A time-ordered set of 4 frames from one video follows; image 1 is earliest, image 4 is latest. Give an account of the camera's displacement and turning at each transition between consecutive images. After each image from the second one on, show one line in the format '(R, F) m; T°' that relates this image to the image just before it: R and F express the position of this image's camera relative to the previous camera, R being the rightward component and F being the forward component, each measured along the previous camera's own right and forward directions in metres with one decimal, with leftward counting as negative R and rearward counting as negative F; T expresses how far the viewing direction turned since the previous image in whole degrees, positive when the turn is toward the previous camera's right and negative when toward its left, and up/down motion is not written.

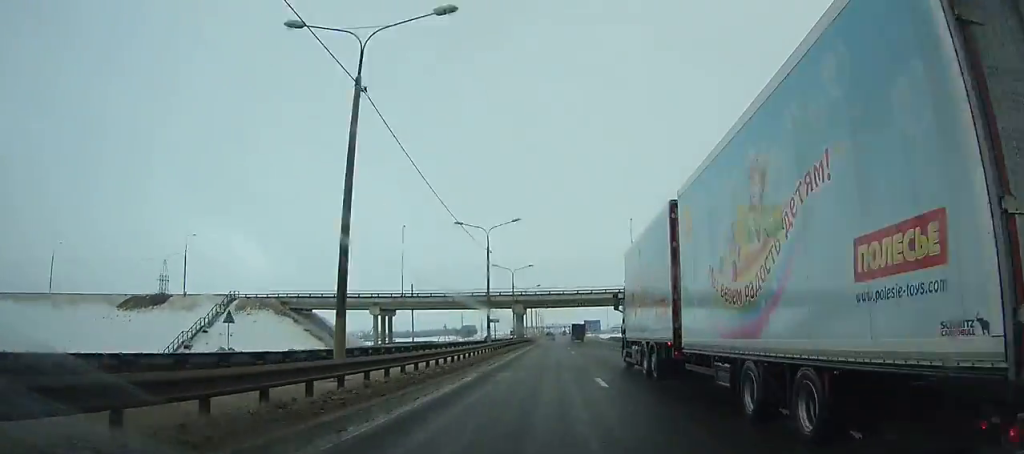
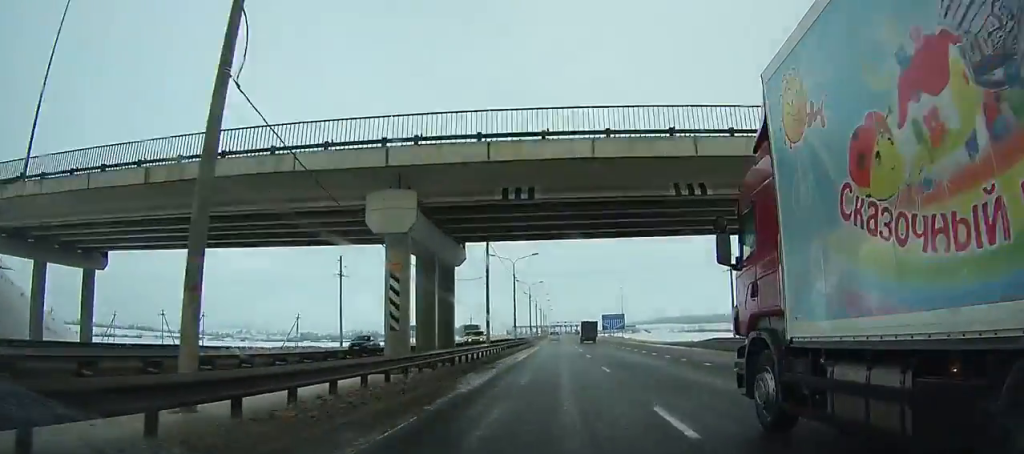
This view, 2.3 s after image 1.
(0.0, +66.6) m; 0°
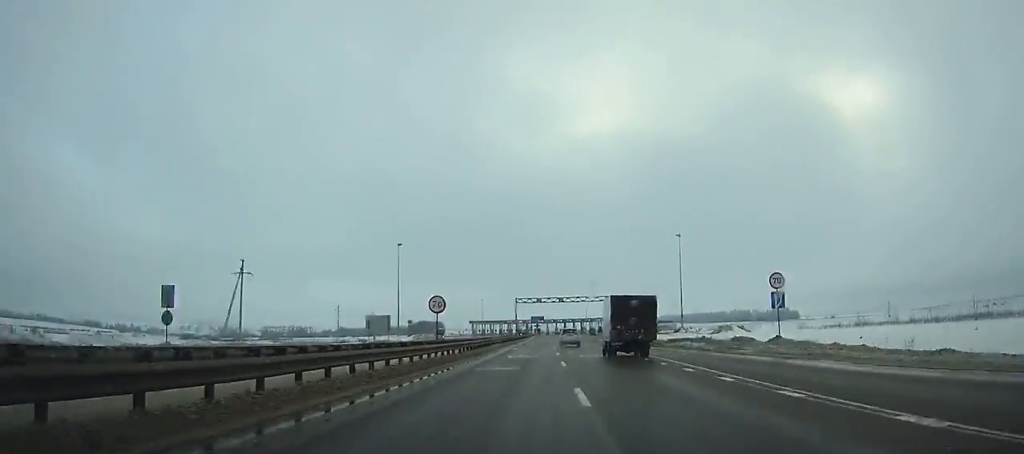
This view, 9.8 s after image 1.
(+1.3, +207.7) m; +1°
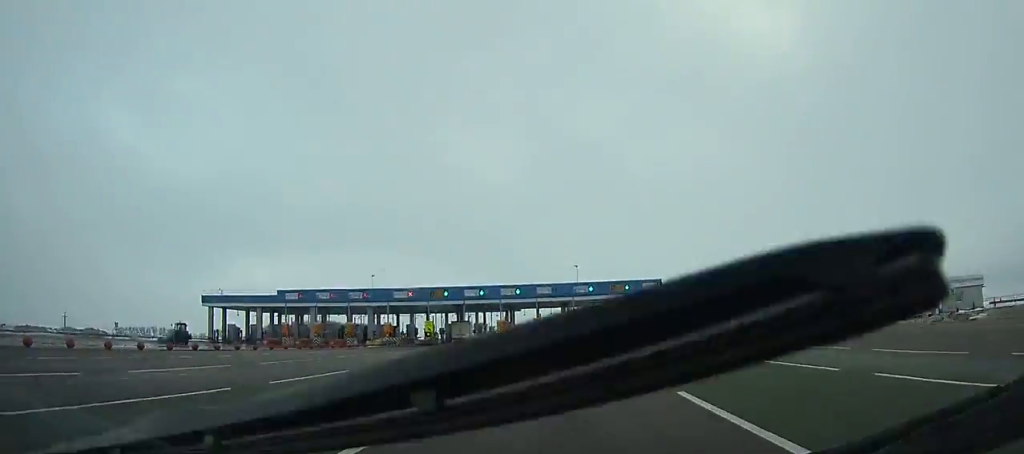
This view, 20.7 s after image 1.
(+11.7, +228.9) m; +2°
